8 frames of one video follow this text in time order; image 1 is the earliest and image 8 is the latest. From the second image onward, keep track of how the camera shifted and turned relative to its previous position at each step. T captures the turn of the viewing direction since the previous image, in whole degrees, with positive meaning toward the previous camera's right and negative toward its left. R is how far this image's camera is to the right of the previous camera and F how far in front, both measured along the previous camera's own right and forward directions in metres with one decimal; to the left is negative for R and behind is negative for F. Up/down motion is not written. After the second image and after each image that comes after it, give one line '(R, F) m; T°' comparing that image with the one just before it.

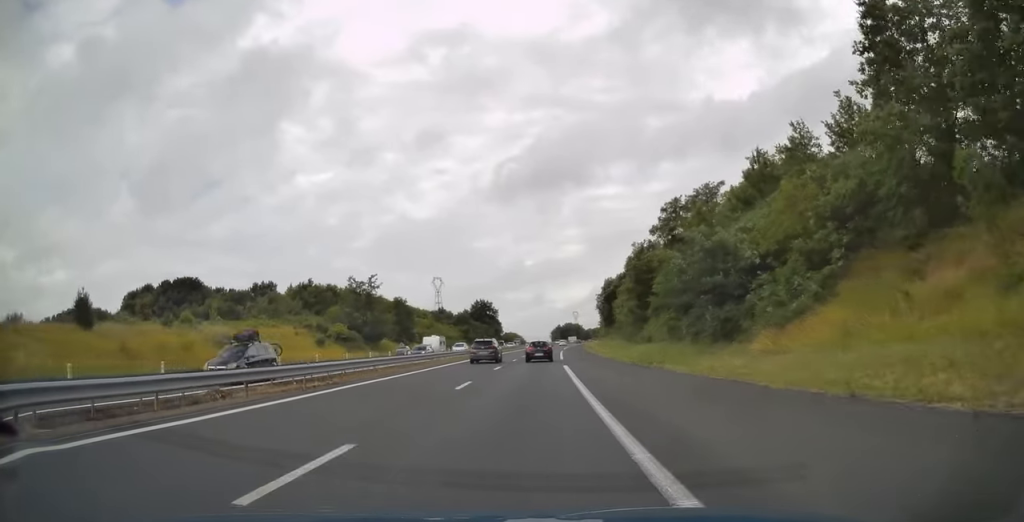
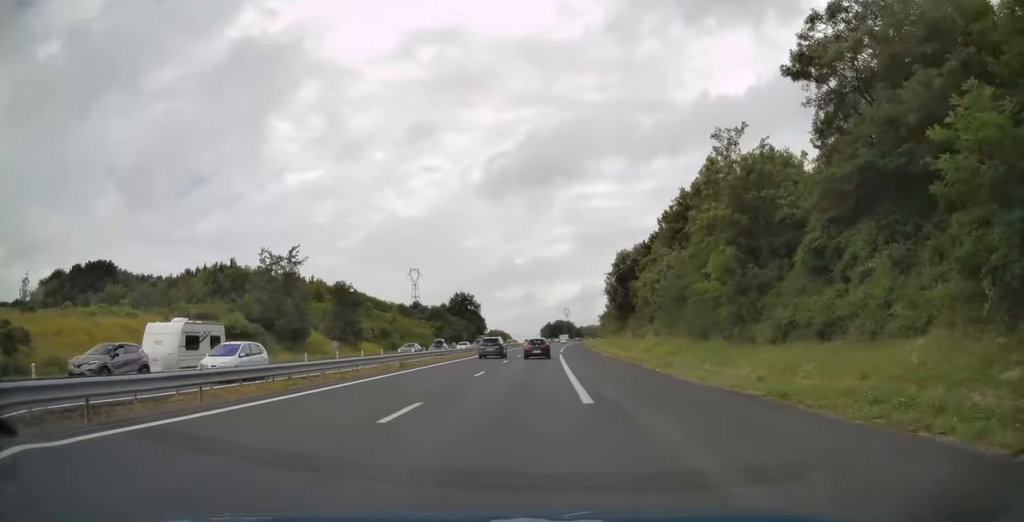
(+0.4, +33.7) m; +1°
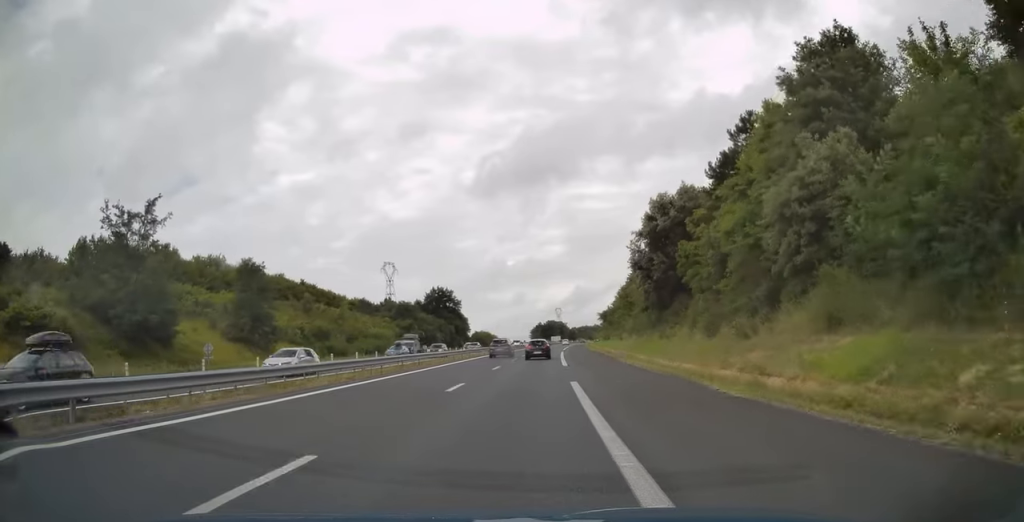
(+0.2, +32.2) m; +1°
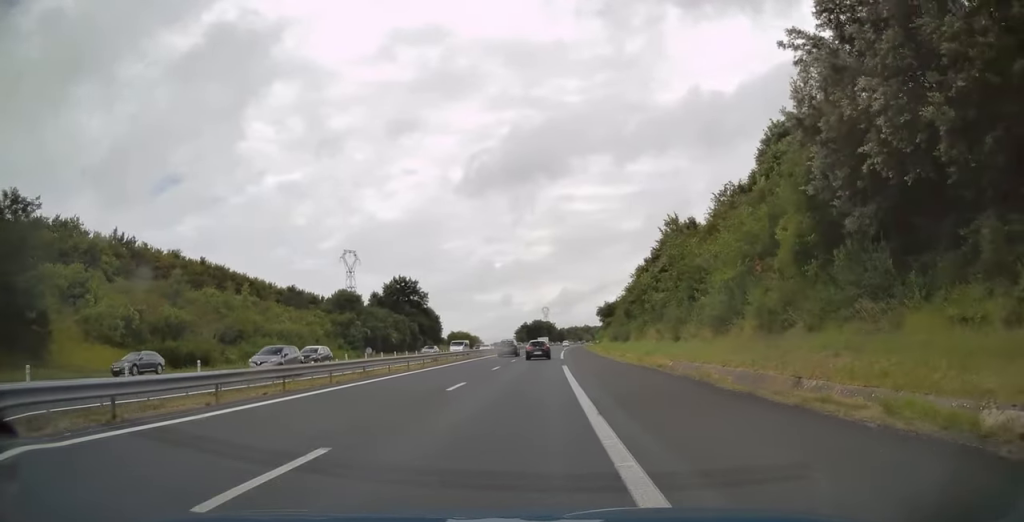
(+0.2, +38.6) m; +1°
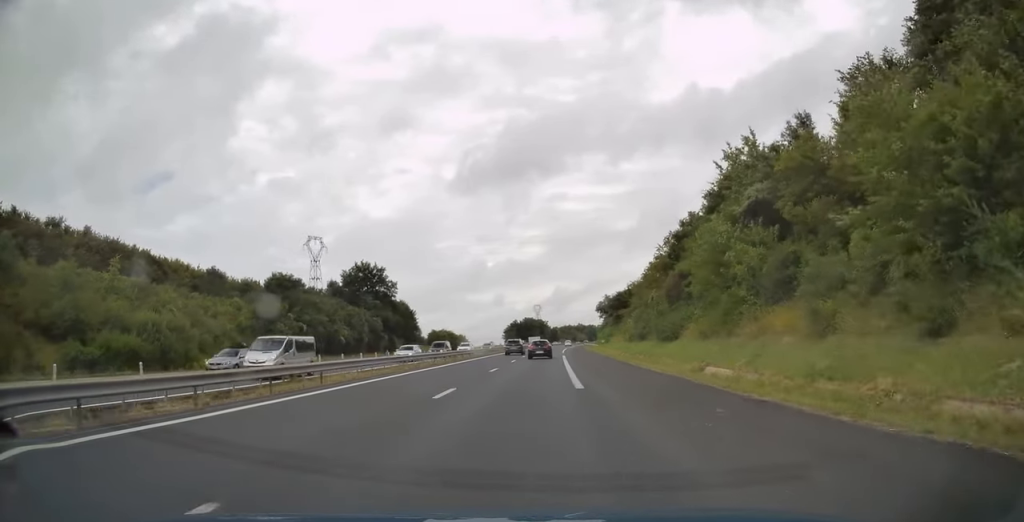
(+0.3, +28.9) m; +1°
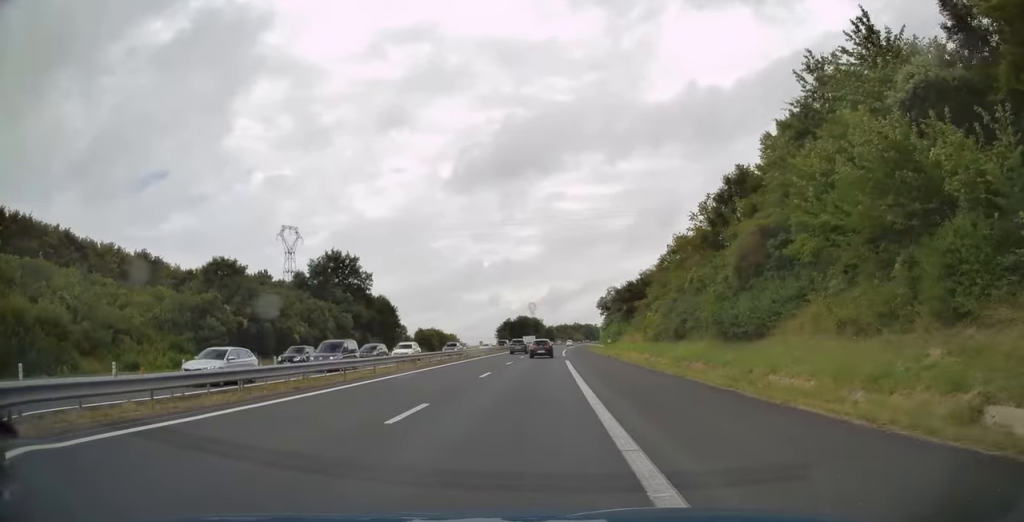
(+0.1, +17.7) m; +1°
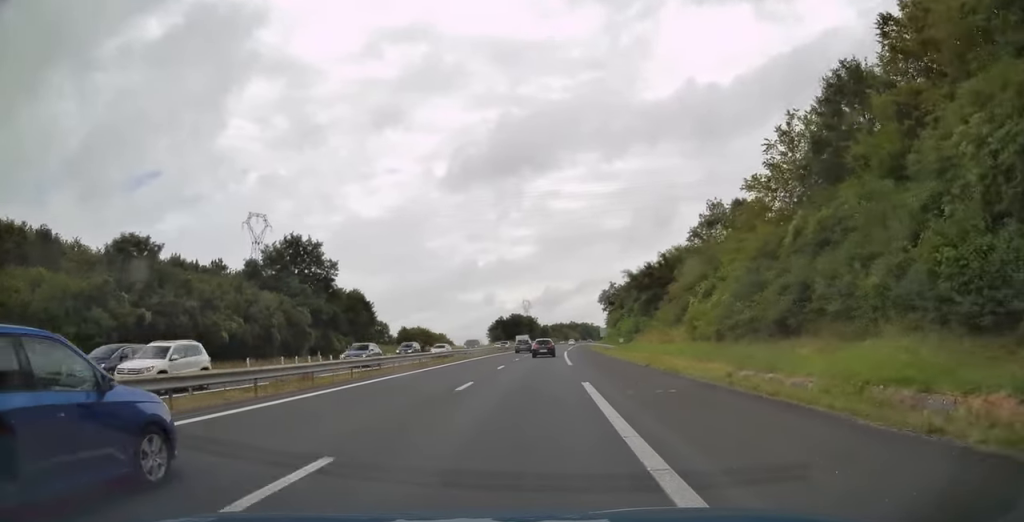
(+0.1, +19.3) m; +1°
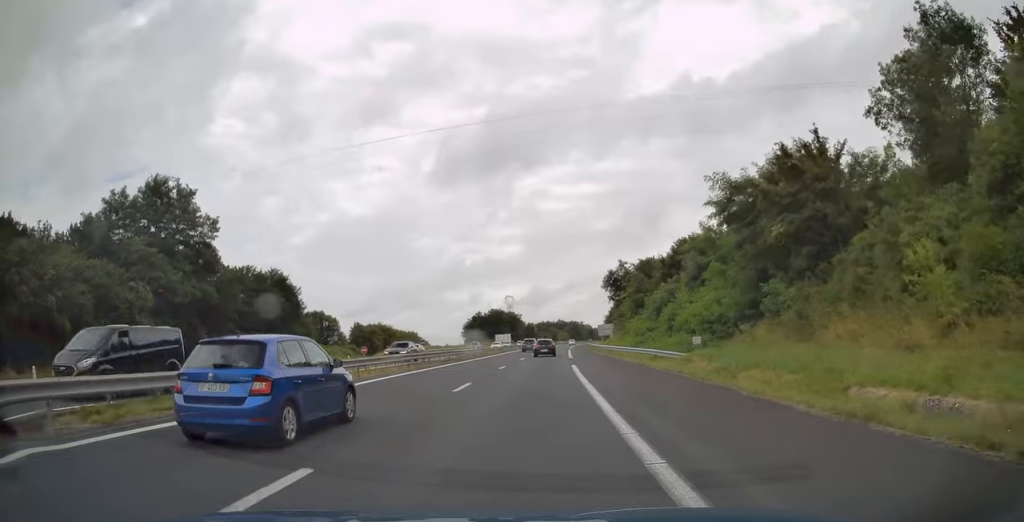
(+0.4, +39.7) m; +1°
